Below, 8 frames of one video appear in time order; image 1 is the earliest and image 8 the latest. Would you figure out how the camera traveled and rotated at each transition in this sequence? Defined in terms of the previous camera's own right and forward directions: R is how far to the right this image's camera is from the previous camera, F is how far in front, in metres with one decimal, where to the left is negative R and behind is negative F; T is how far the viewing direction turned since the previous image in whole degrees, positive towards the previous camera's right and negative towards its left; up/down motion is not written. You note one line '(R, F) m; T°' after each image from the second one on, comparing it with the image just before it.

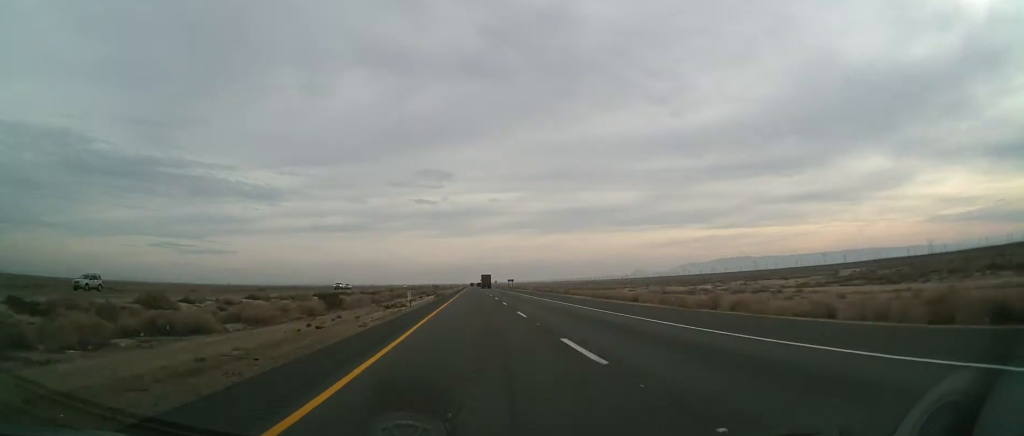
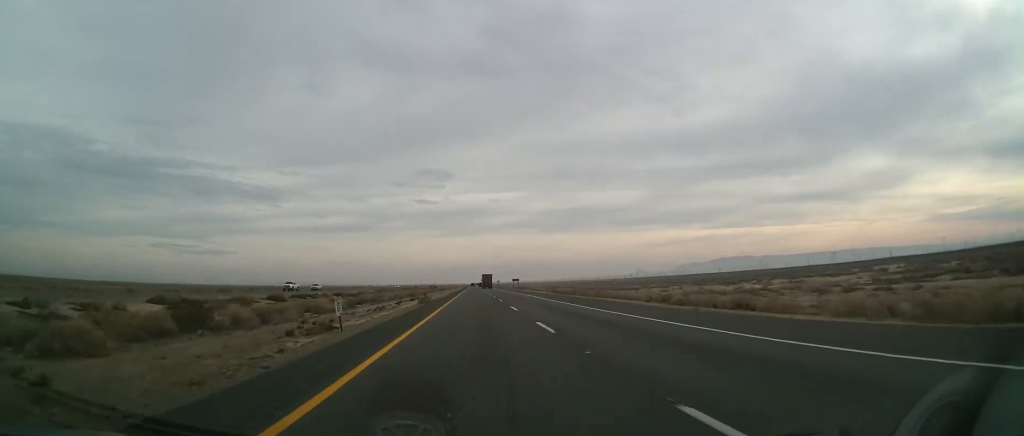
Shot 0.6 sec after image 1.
(0.0, +22.8) m; 0°
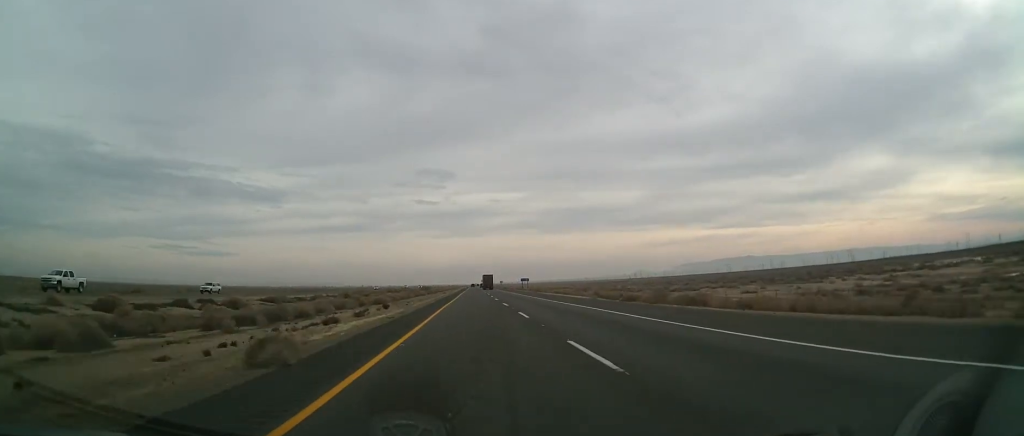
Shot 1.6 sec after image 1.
(0.0, +36.2) m; 0°
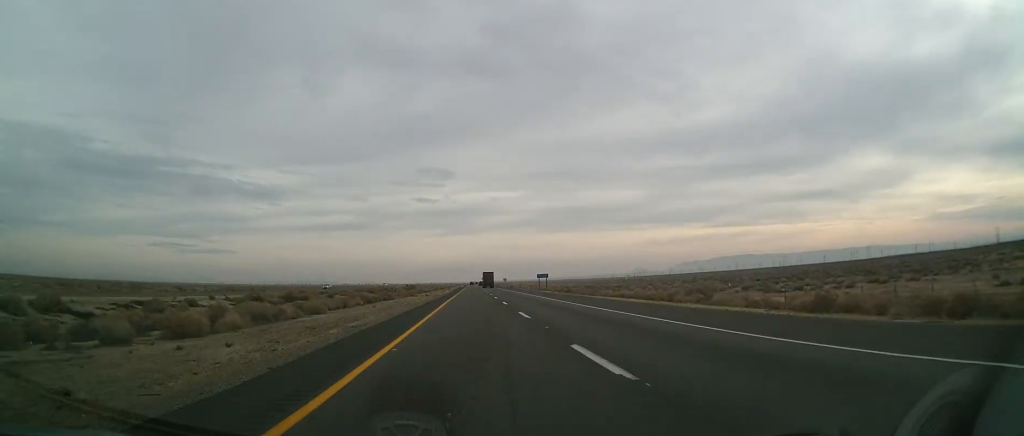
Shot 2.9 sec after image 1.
(0.0, +44.8) m; 0°
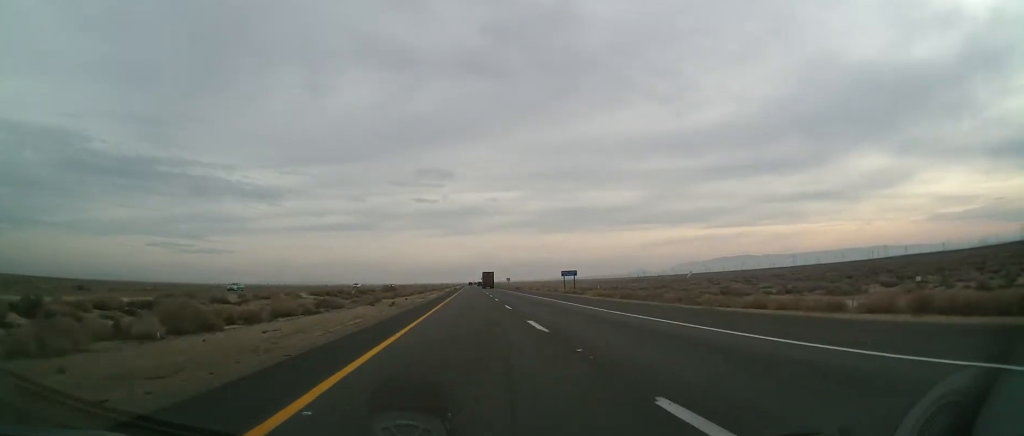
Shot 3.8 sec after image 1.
(0.0, +35.3) m; 0°
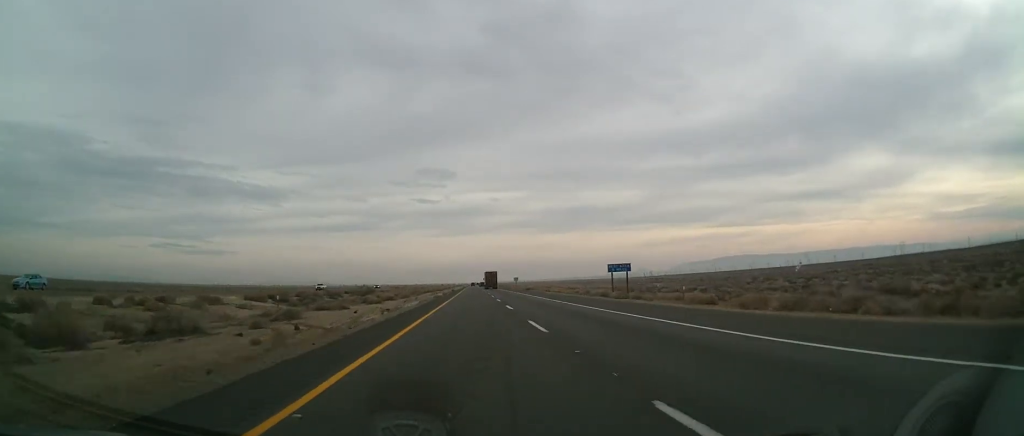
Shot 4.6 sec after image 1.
(-0.1, +29.2) m; 0°
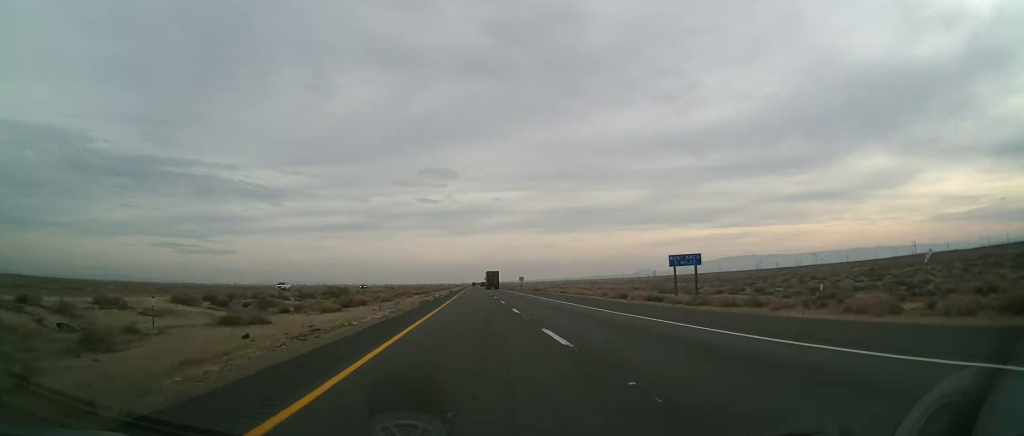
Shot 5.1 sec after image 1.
(-0.2, +18.3) m; 0°
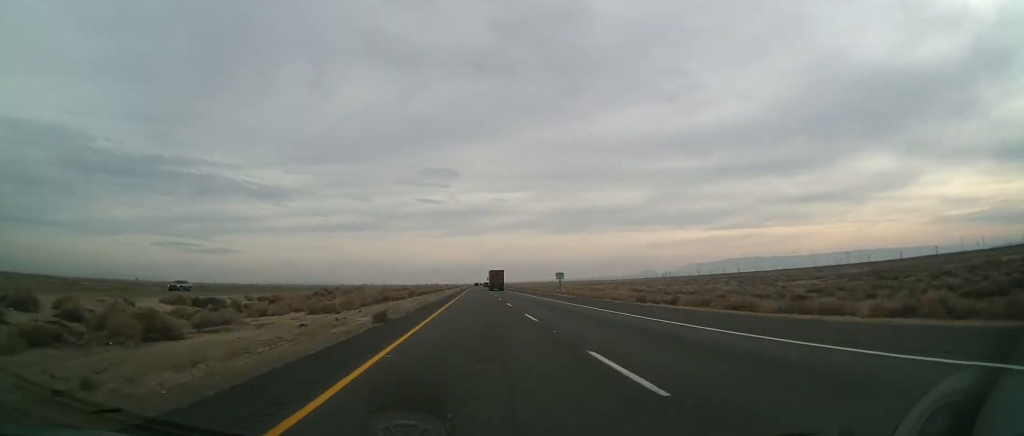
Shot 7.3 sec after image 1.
(+0.8, +78.4) m; +1°
